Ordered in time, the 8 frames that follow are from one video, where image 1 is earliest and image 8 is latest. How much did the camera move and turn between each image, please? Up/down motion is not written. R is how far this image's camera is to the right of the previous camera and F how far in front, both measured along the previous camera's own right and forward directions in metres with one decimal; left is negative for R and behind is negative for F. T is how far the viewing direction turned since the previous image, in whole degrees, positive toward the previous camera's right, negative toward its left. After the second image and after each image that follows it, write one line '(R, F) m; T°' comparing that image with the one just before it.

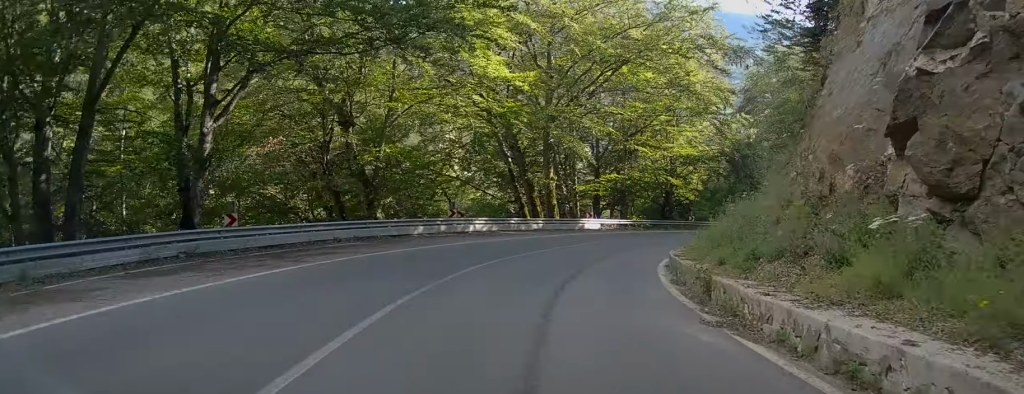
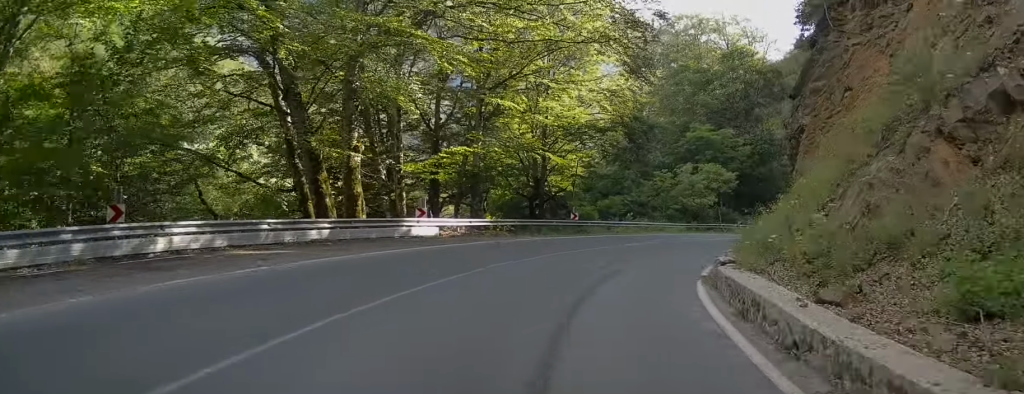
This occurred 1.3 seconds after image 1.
(+0.8, +18.5) m; +5°
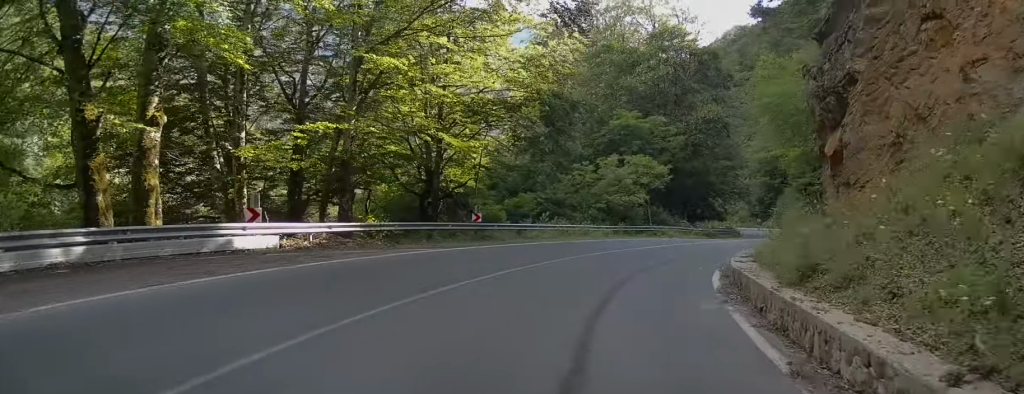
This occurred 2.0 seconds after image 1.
(+0.1, +8.6) m; +3°
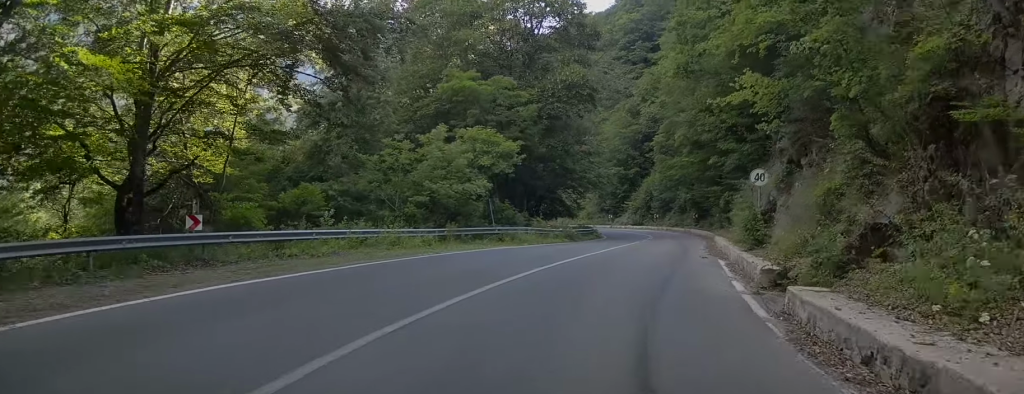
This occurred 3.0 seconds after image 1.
(+0.8, +13.7) m; +9°
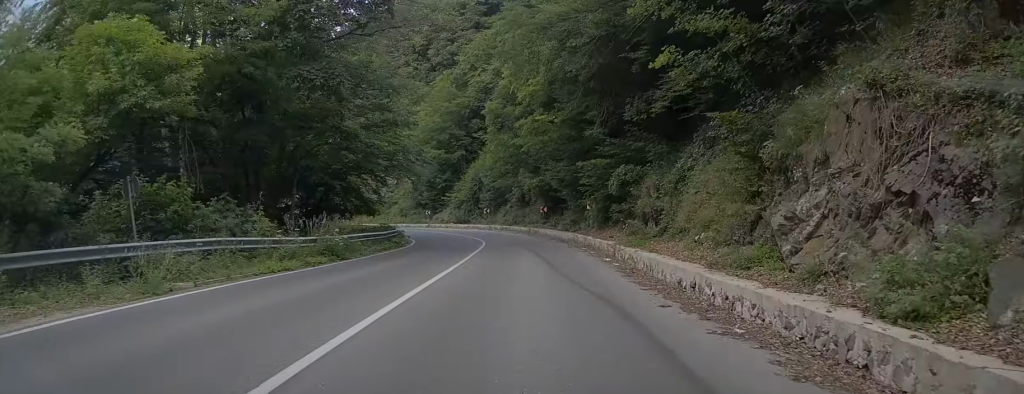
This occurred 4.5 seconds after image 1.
(+2.9, +18.9) m; +17°
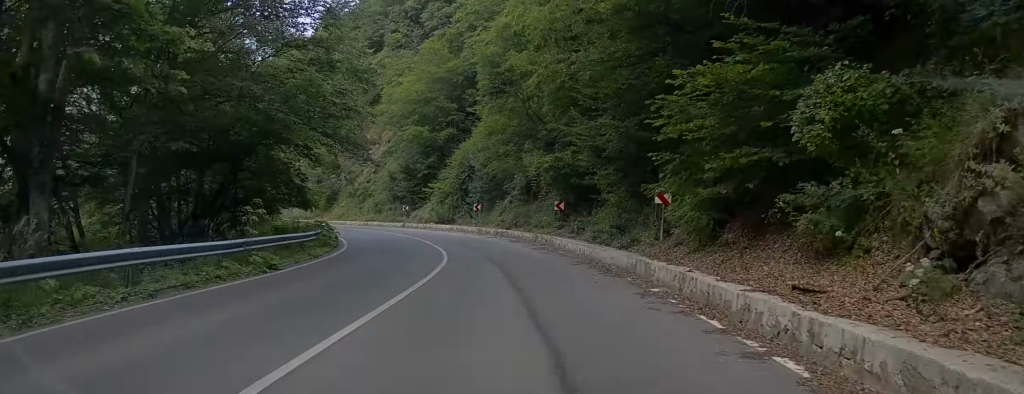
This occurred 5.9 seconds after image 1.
(+1.7, +17.4) m; +6°
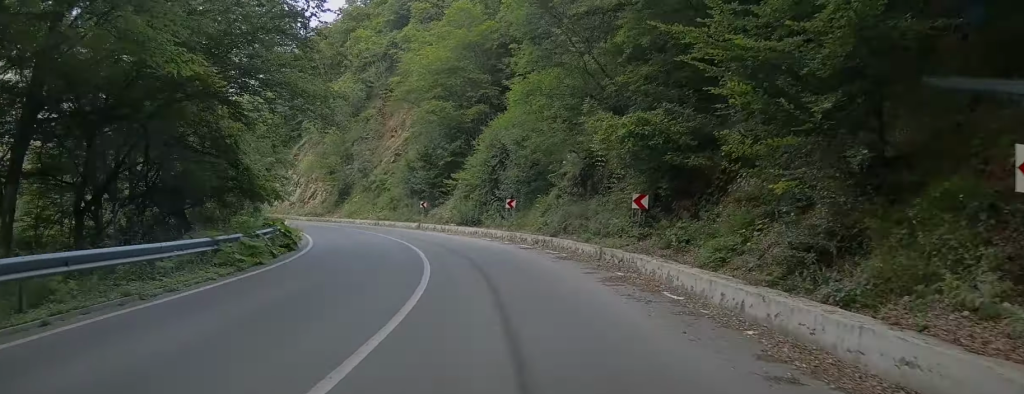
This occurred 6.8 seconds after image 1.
(-0.1, +11.8) m; 0°
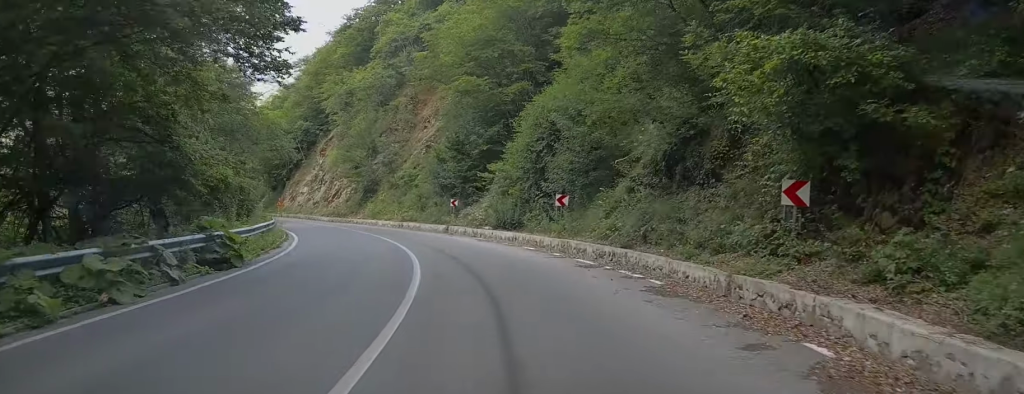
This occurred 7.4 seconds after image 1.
(-0.1, +7.9) m; 0°
